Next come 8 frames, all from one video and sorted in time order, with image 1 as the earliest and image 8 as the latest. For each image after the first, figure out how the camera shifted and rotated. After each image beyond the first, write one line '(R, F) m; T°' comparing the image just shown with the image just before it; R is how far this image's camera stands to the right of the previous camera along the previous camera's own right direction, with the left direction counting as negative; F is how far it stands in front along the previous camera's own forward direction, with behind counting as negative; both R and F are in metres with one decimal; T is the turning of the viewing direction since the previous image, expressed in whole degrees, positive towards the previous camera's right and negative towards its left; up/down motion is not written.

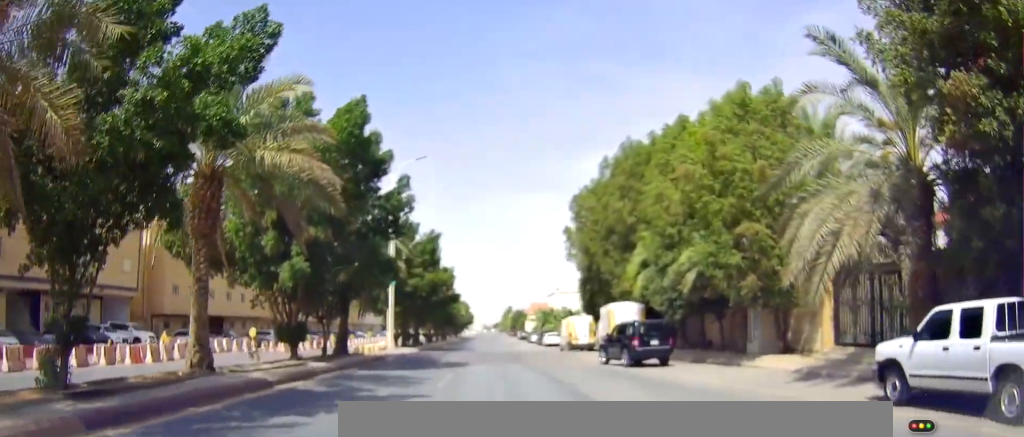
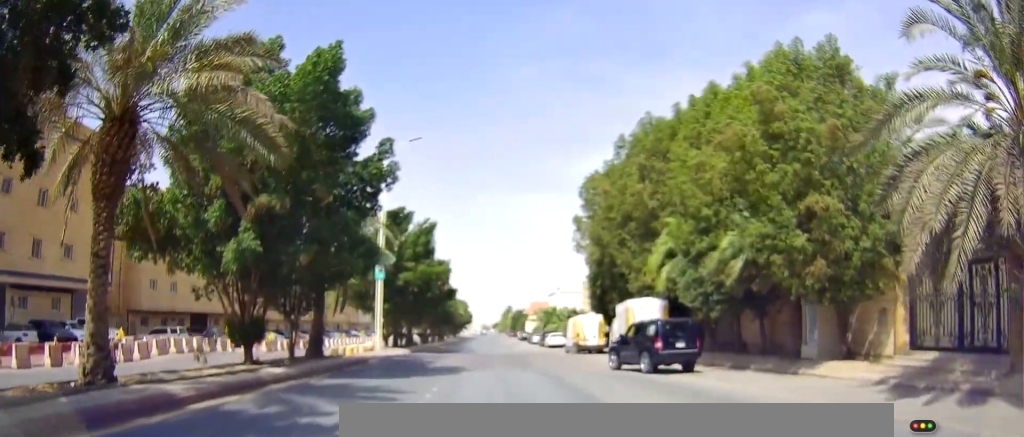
(0.0, +4.7) m; +1°
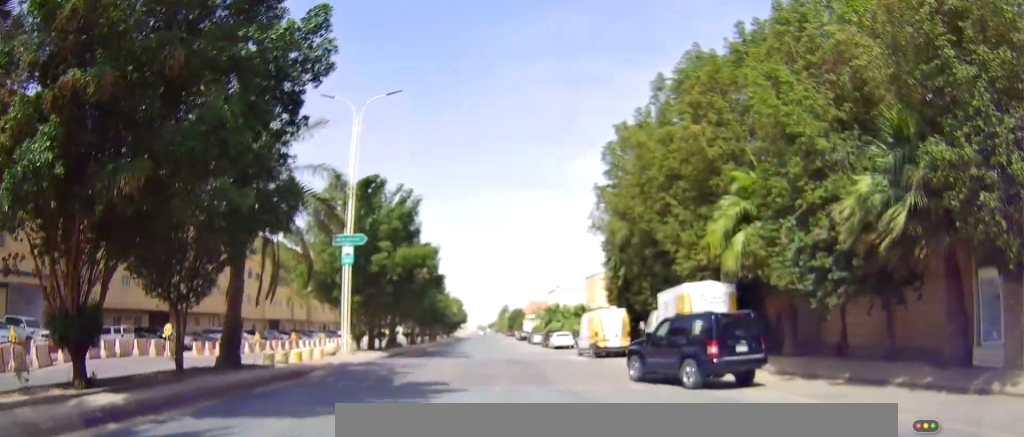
(0.0, +9.5) m; -2°
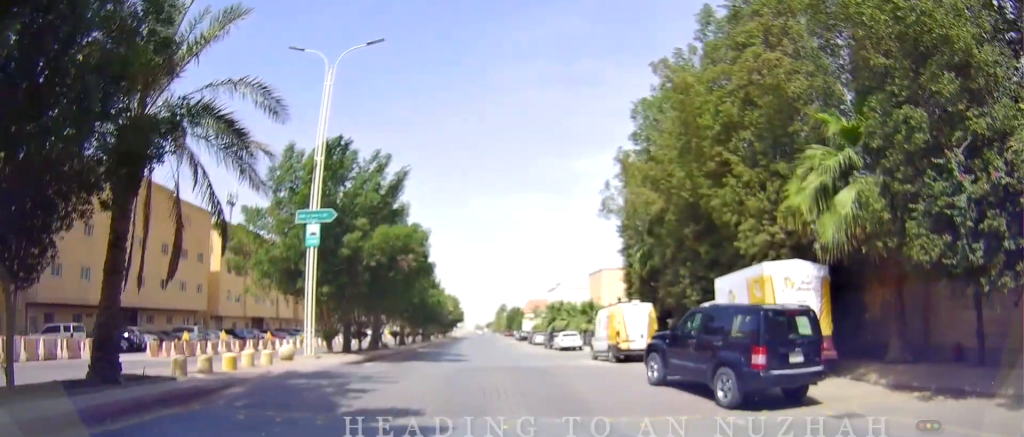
(-0.1, +7.6) m; -1°
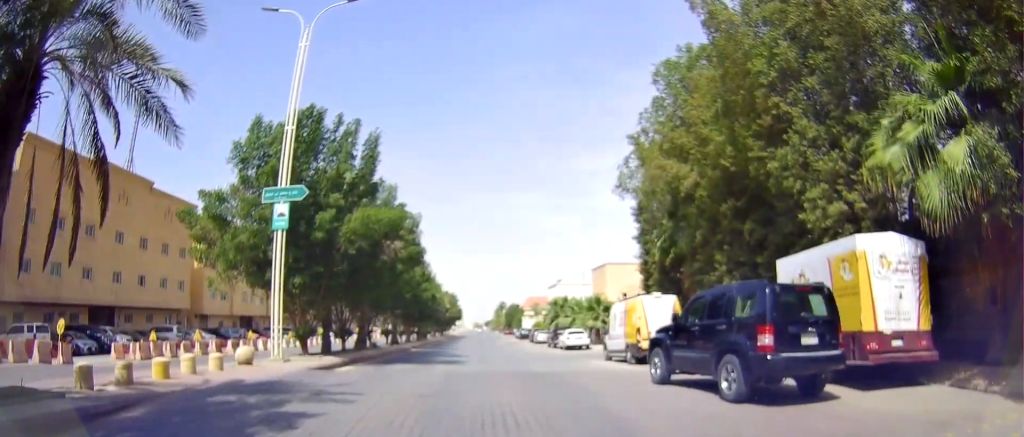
(0.0, +5.4) m; +1°
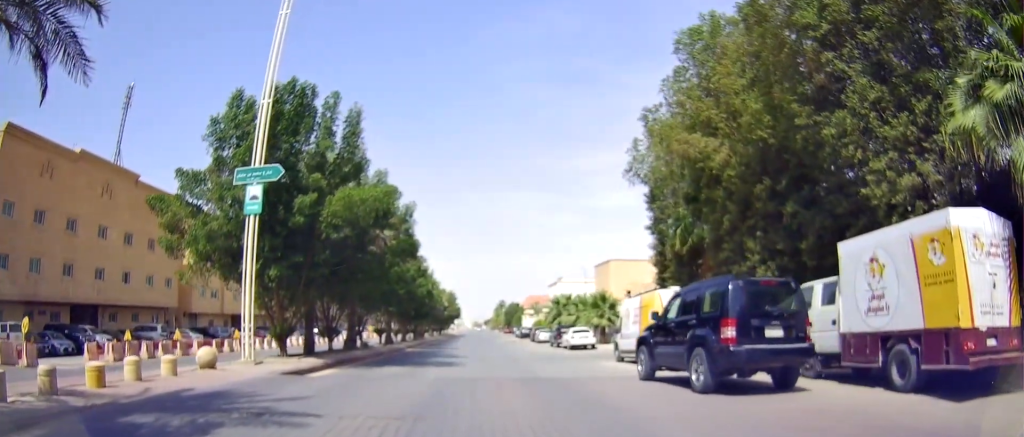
(0.0, +3.9) m; +3°
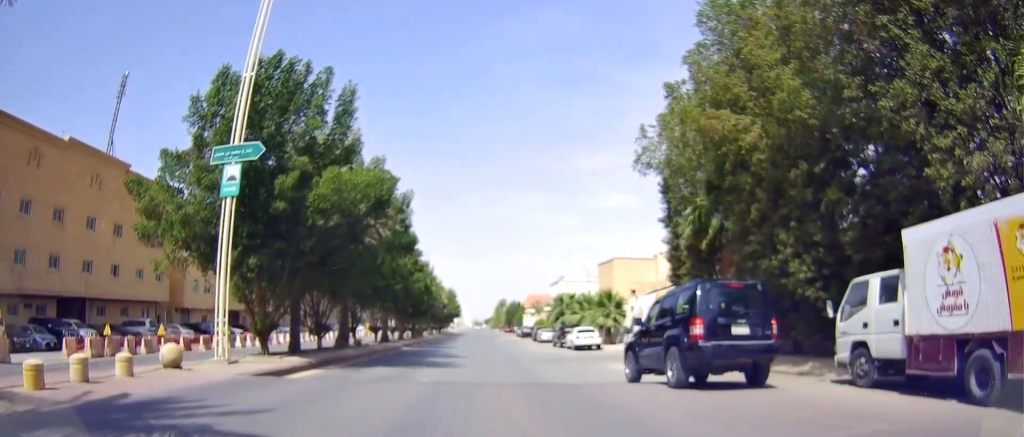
(+0.1, +2.8) m; +1°
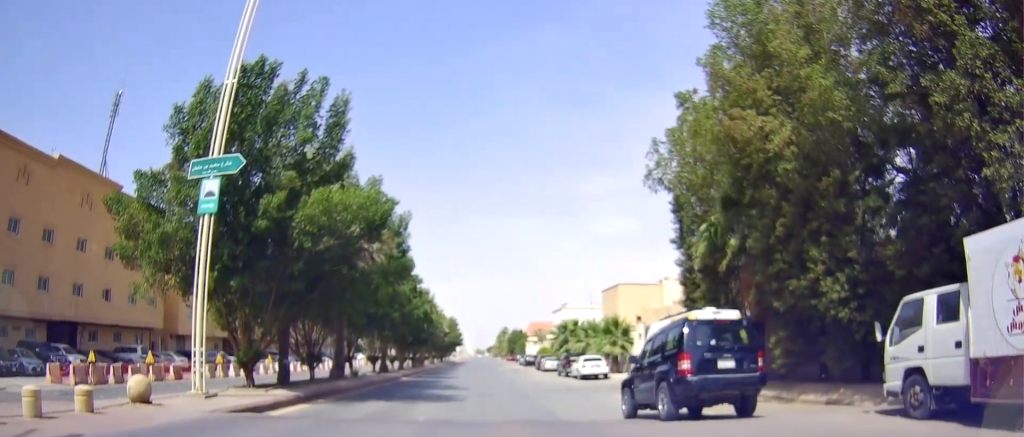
(0.0, +1.9) m; -3°
